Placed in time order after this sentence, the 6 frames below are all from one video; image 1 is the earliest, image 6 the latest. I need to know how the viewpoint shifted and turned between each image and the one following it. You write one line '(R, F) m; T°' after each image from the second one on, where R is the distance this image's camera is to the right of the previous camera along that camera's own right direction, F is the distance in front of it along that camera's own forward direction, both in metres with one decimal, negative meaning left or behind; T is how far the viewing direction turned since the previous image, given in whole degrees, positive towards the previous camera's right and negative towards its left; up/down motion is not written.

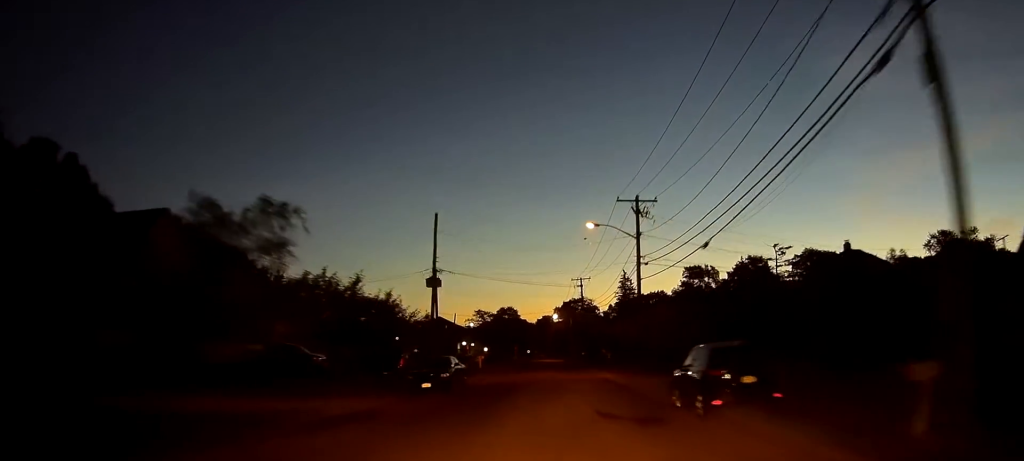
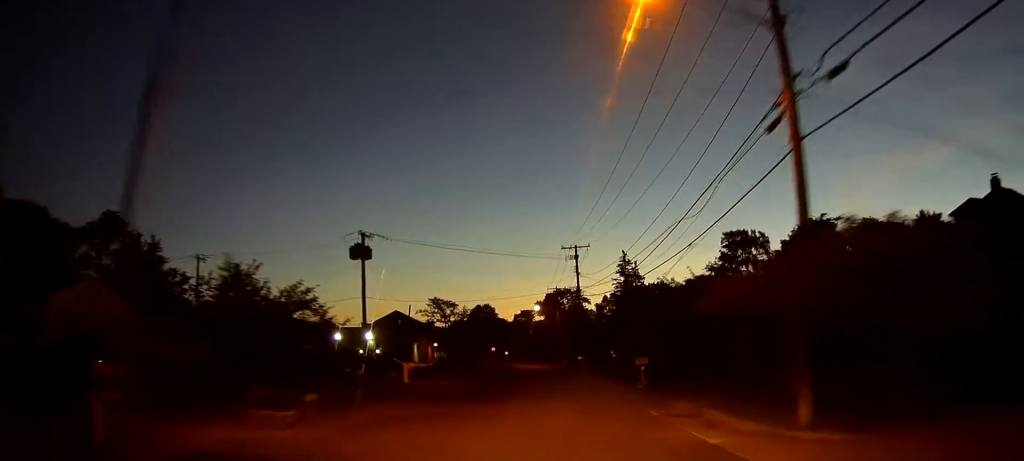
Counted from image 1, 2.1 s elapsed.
(+0.5, +28.3) m; +2°
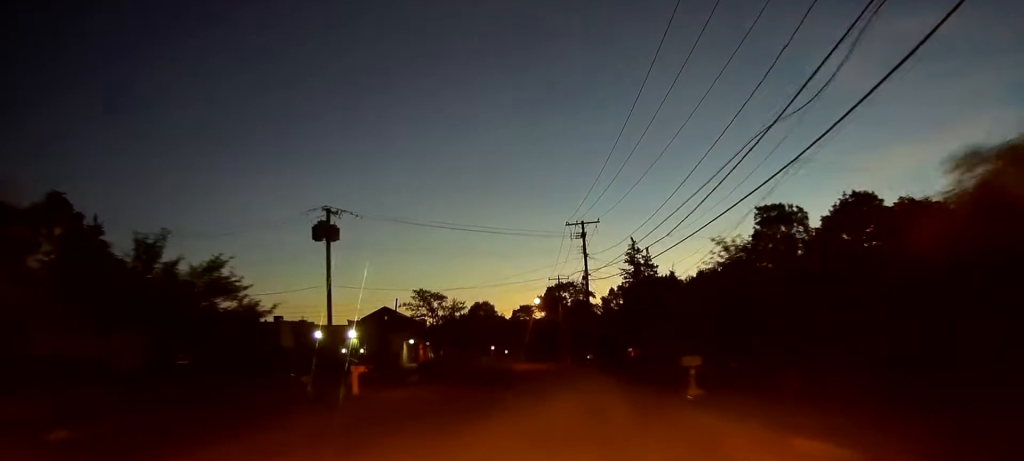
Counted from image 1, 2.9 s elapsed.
(0.0, +10.2) m; 0°
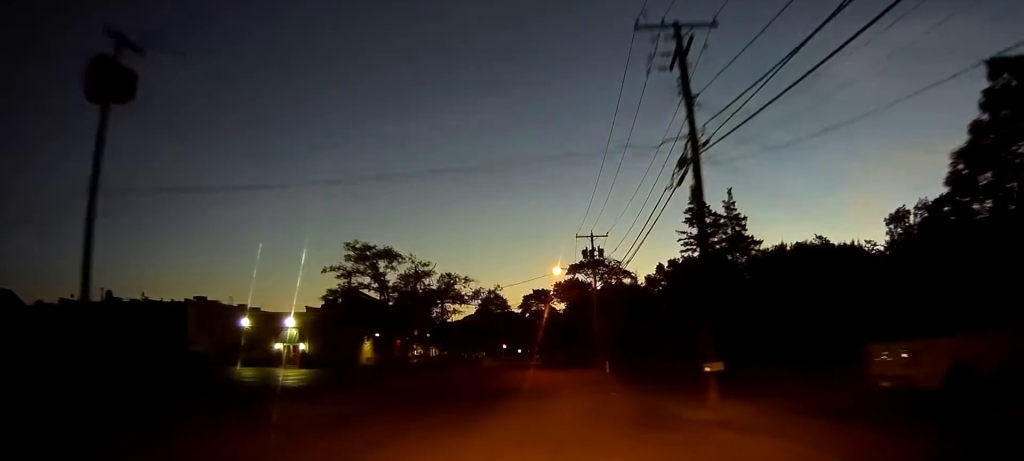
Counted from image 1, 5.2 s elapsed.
(-0.5, +30.6) m; -1°
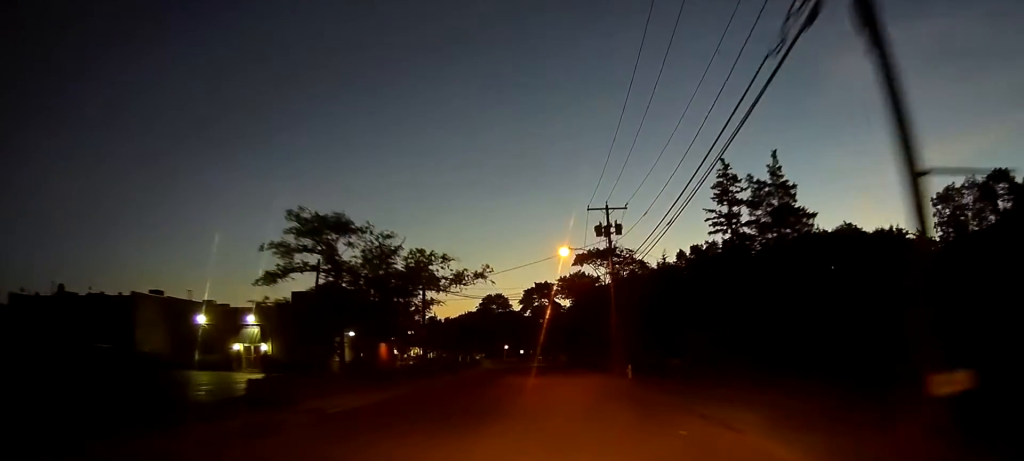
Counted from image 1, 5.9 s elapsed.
(0.0, +10.4) m; 0°
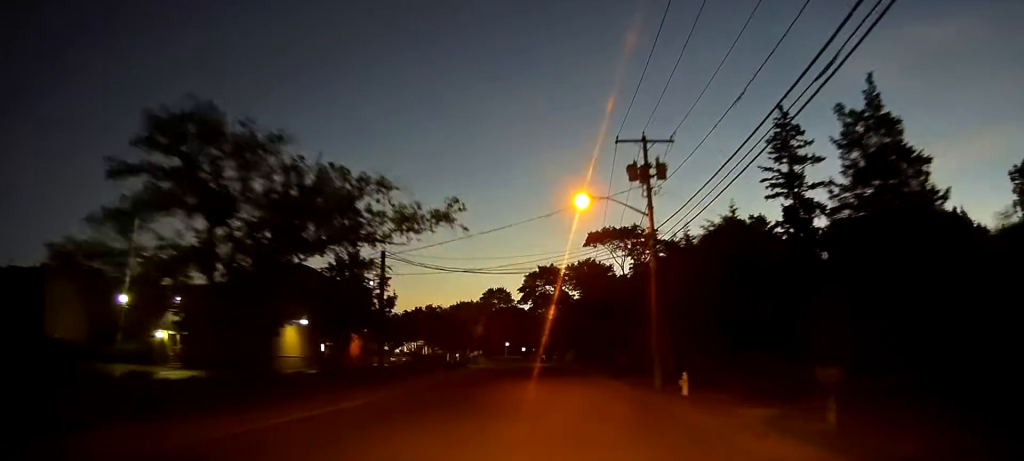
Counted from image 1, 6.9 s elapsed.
(-0.1, +13.4) m; 0°
